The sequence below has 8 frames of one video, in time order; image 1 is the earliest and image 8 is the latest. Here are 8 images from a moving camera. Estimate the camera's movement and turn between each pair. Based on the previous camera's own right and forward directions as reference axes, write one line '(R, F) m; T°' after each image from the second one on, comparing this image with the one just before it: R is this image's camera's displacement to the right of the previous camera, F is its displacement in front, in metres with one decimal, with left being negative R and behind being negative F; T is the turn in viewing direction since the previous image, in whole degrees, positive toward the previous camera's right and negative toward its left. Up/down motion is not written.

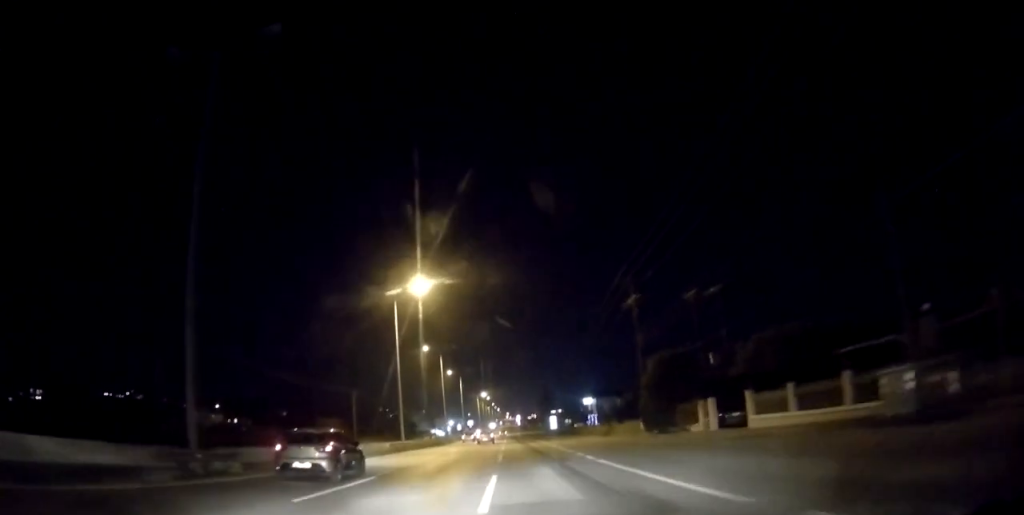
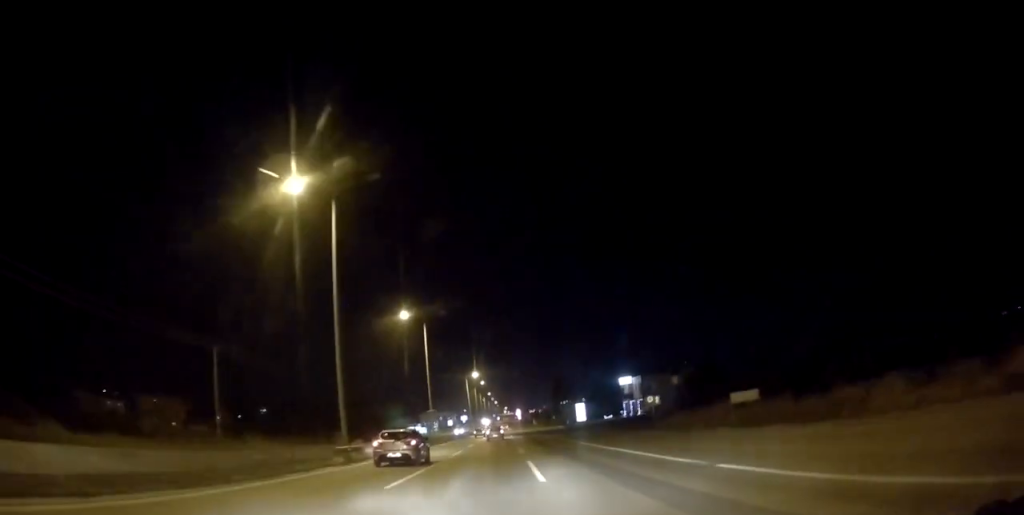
(+0.3, +54.3) m; +1°
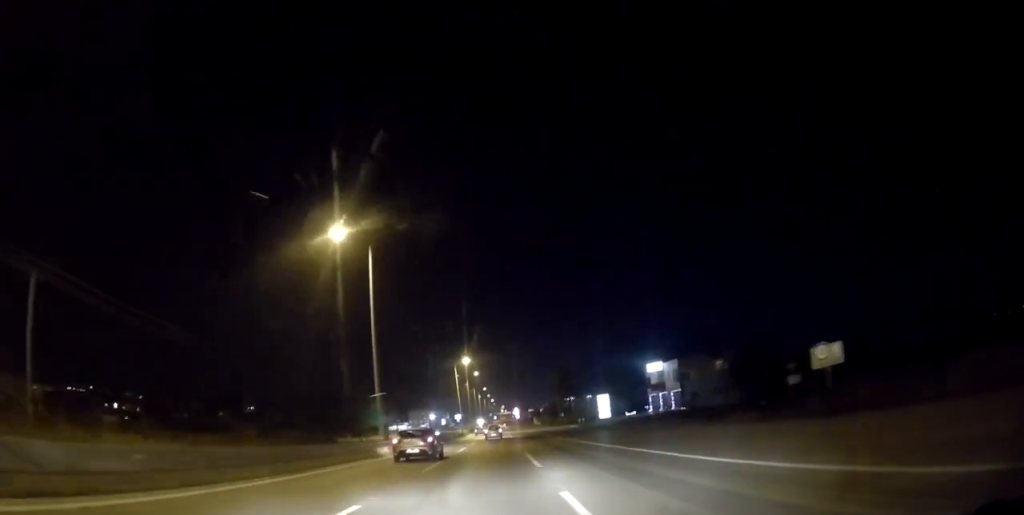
(0.0, +24.8) m; -1°
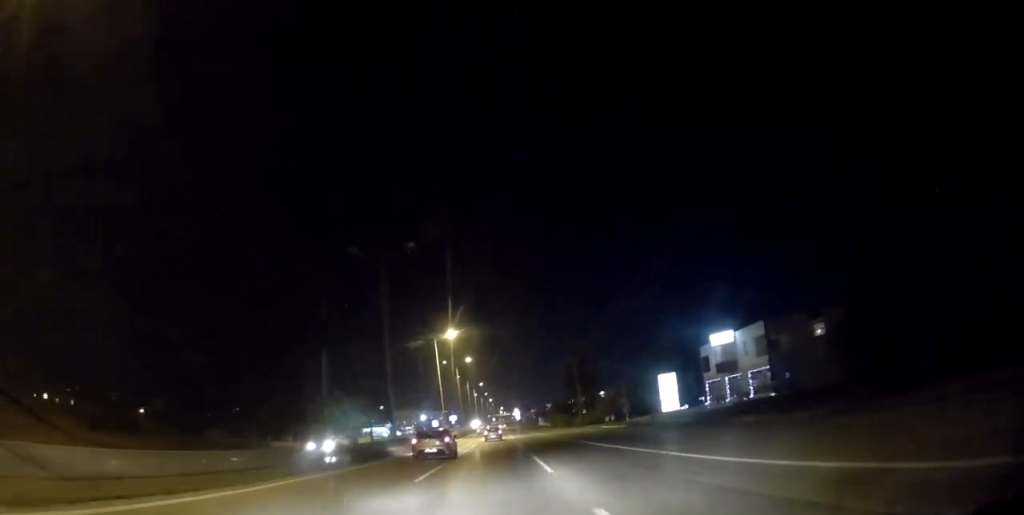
(-0.6, +30.2) m; -1°
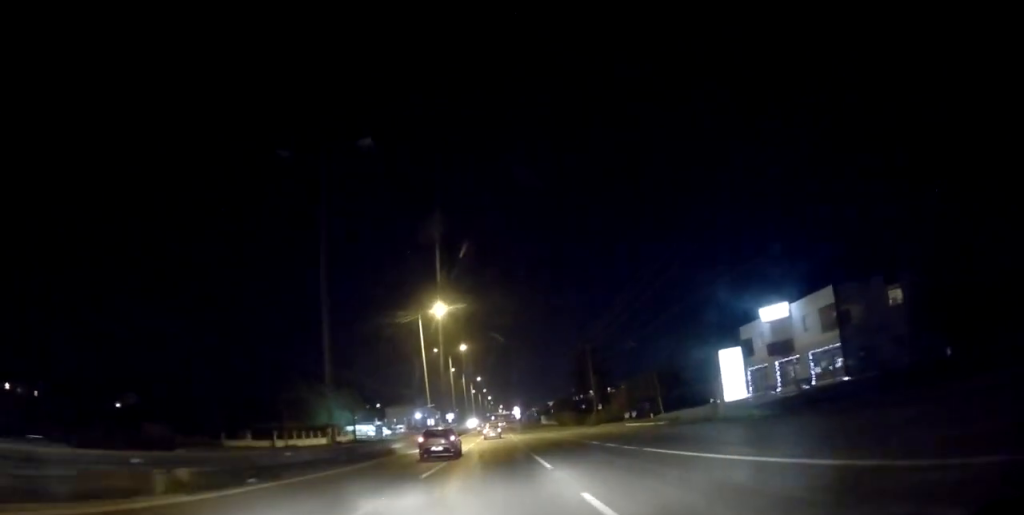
(+0.1, +13.8) m; +1°
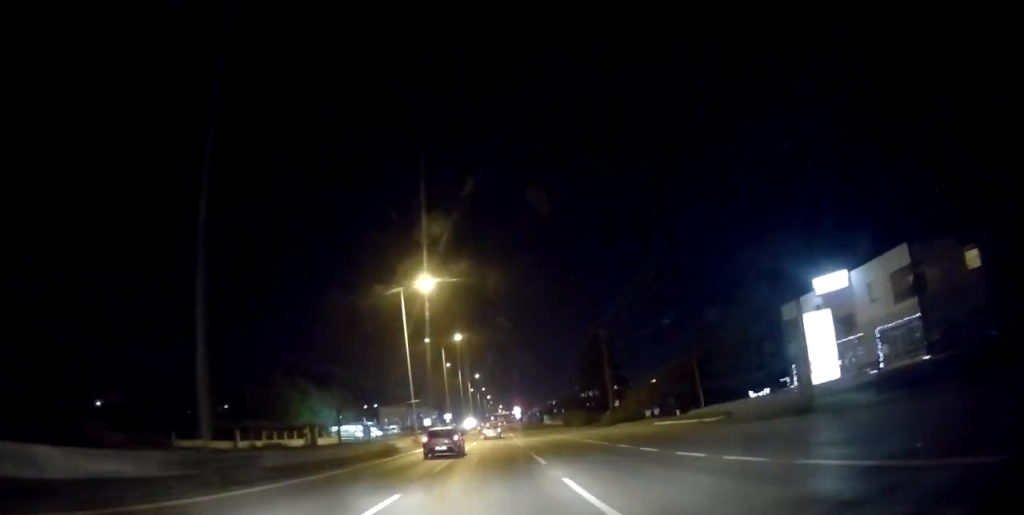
(+0.1, +10.5) m; +1°
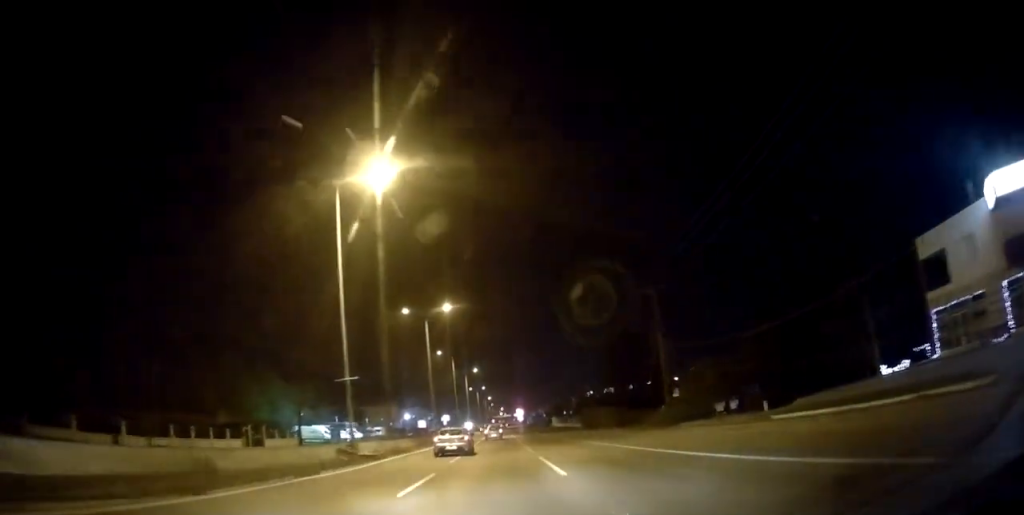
(0.0, +20.4) m; 0°
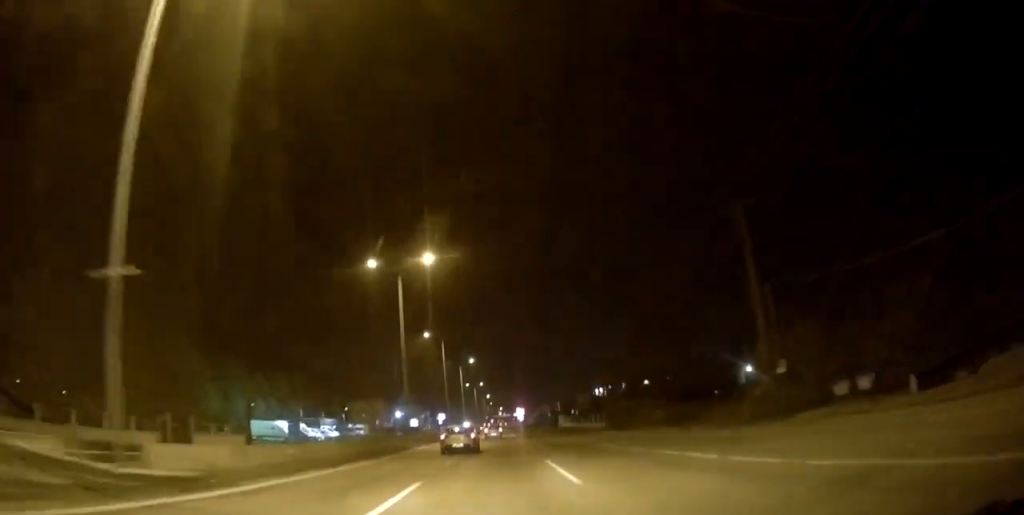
(0.0, +16.7) m; 0°
